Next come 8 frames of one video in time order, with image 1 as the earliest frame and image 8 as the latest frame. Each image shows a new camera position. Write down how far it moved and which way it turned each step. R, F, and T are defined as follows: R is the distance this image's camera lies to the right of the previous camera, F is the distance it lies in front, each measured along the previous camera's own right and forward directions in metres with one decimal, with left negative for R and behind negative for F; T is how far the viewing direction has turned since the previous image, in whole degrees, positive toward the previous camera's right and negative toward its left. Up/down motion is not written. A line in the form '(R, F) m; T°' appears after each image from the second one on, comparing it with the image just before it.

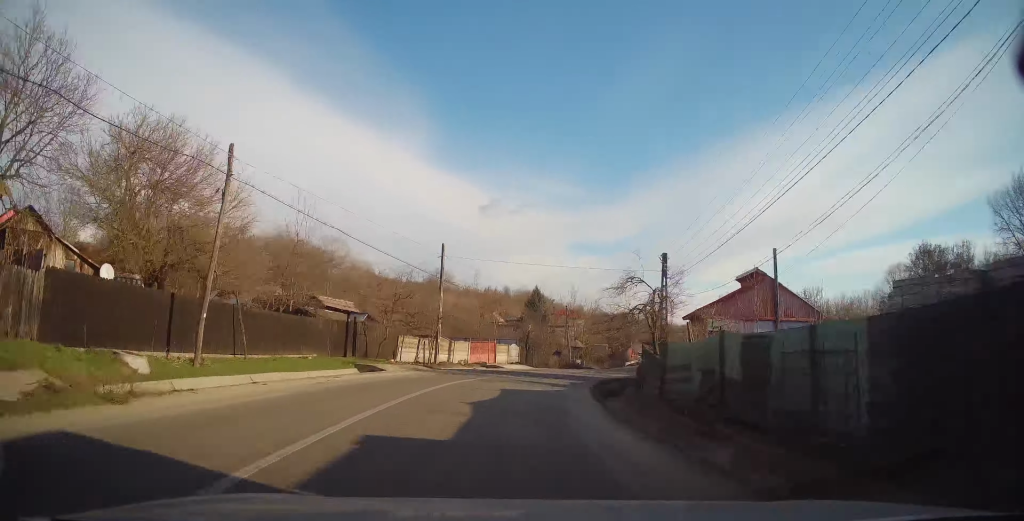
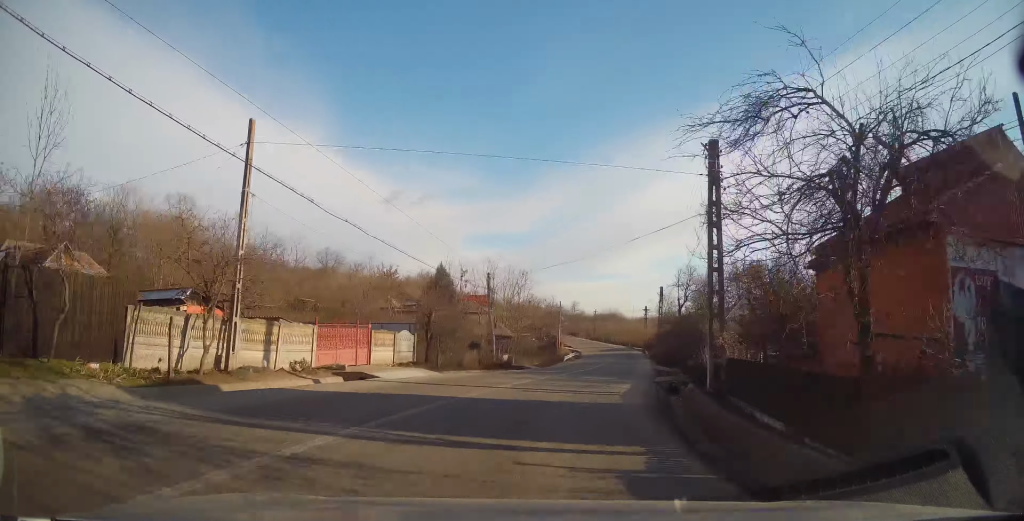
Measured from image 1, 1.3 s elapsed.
(+1.8, +19.5) m; +11°
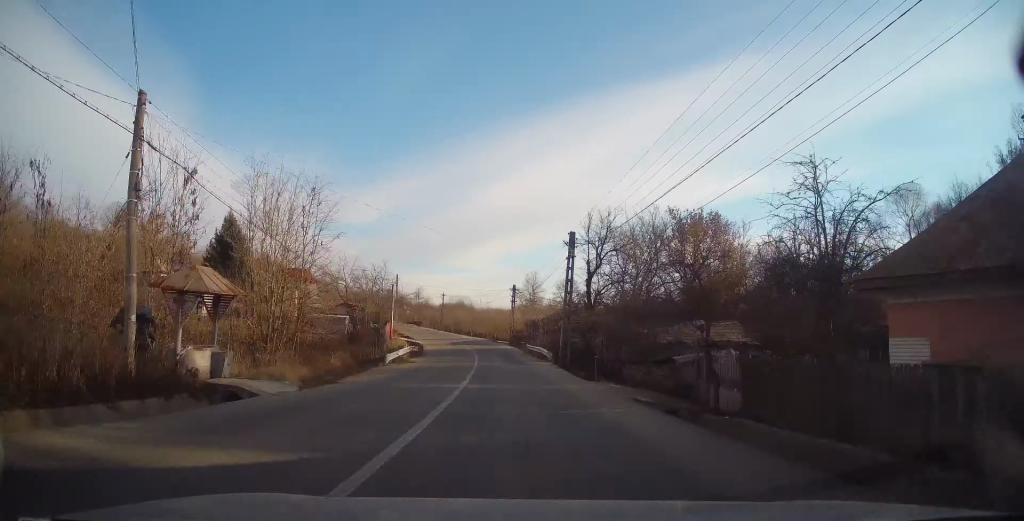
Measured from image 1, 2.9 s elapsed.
(+3.9, +25.5) m; +14°
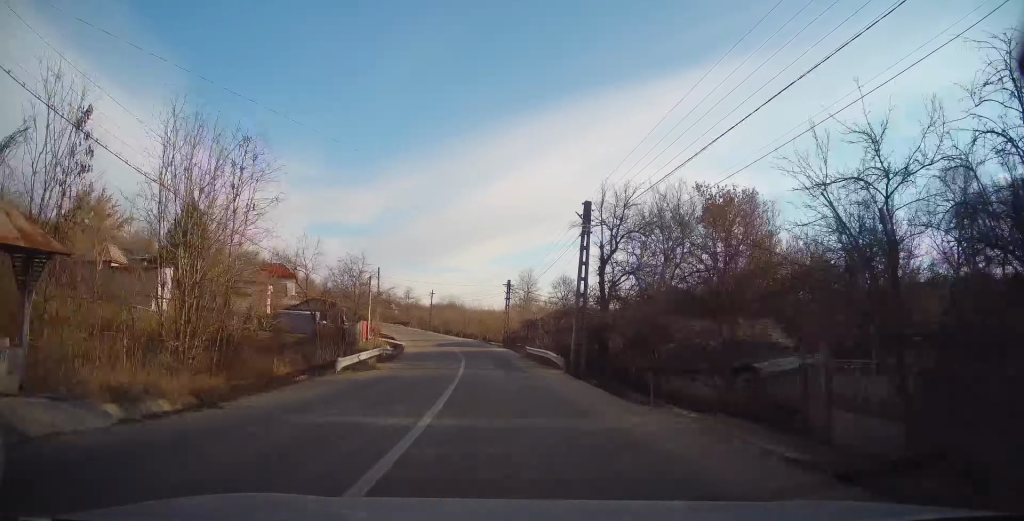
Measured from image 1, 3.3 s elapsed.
(+0.1, +7.5) m; +1°
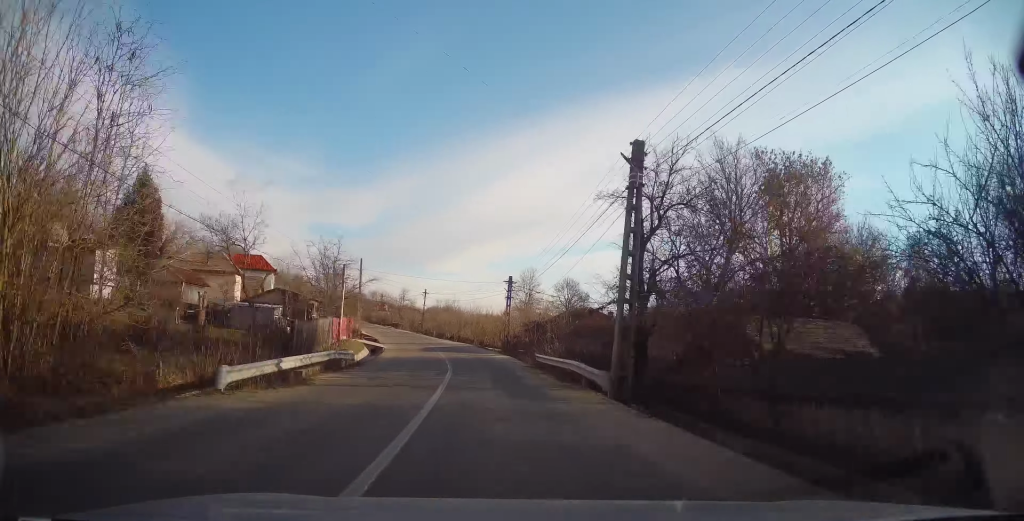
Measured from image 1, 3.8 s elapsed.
(0.0, +8.3) m; +1°
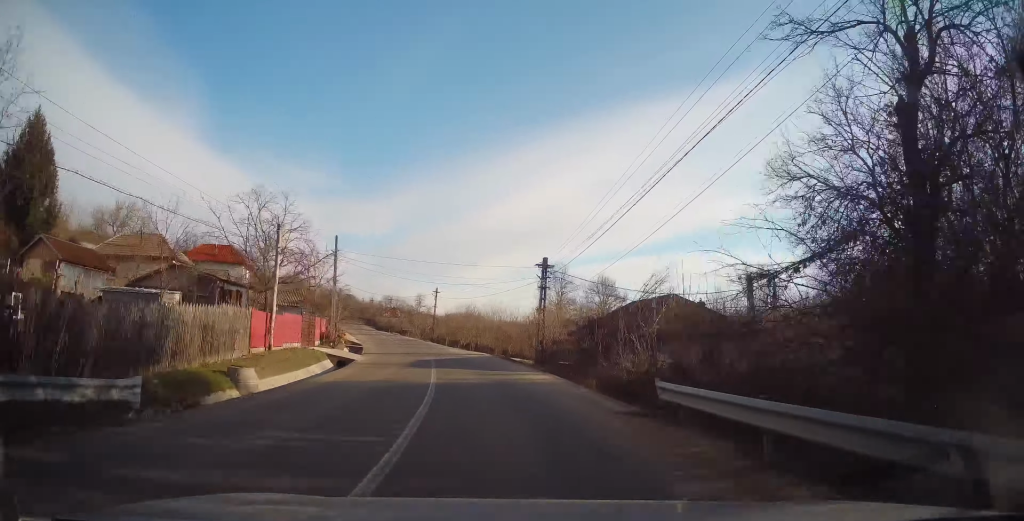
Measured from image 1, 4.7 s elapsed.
(+0.1, +15.8) m; -1°
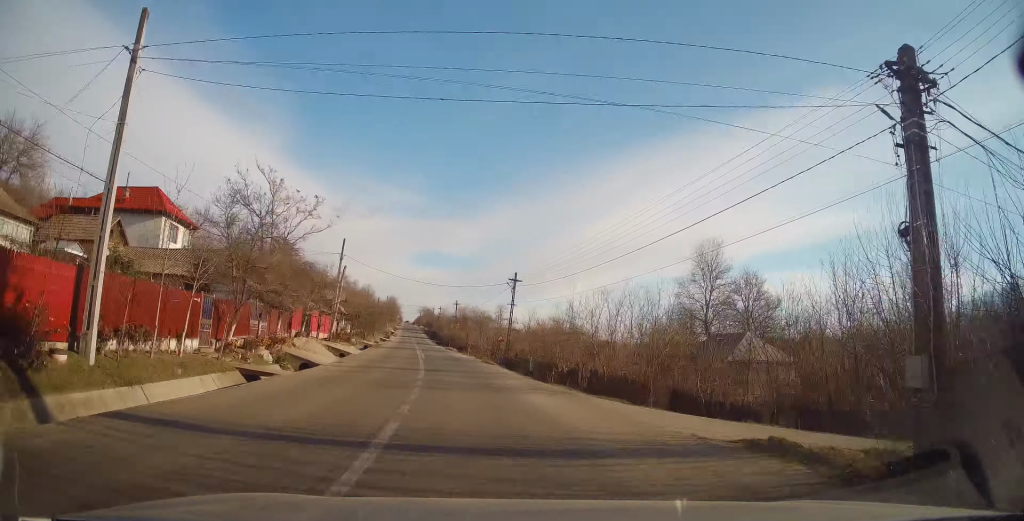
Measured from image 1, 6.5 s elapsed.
(-2.2, +30.7) m; -9°
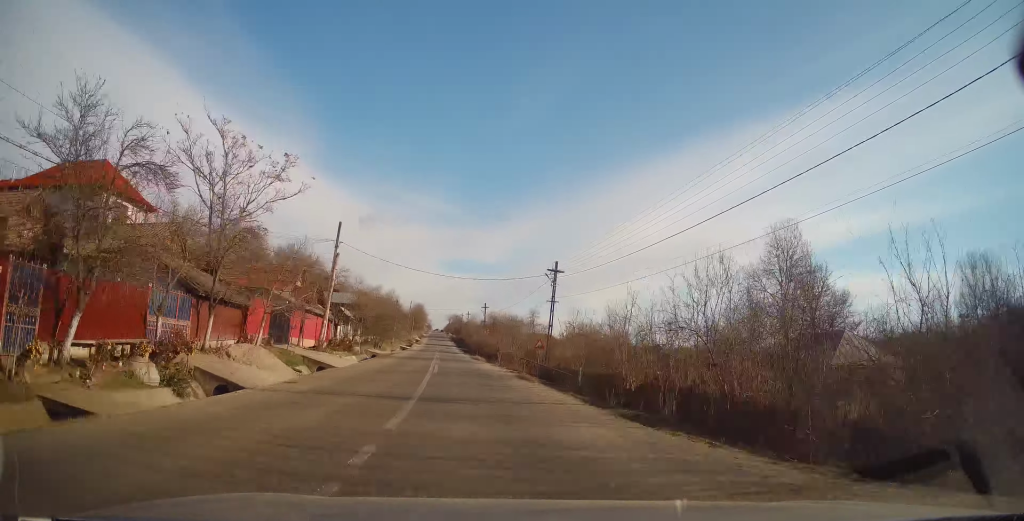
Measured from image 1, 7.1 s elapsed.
(-0.2, +9.4) m; -3°
